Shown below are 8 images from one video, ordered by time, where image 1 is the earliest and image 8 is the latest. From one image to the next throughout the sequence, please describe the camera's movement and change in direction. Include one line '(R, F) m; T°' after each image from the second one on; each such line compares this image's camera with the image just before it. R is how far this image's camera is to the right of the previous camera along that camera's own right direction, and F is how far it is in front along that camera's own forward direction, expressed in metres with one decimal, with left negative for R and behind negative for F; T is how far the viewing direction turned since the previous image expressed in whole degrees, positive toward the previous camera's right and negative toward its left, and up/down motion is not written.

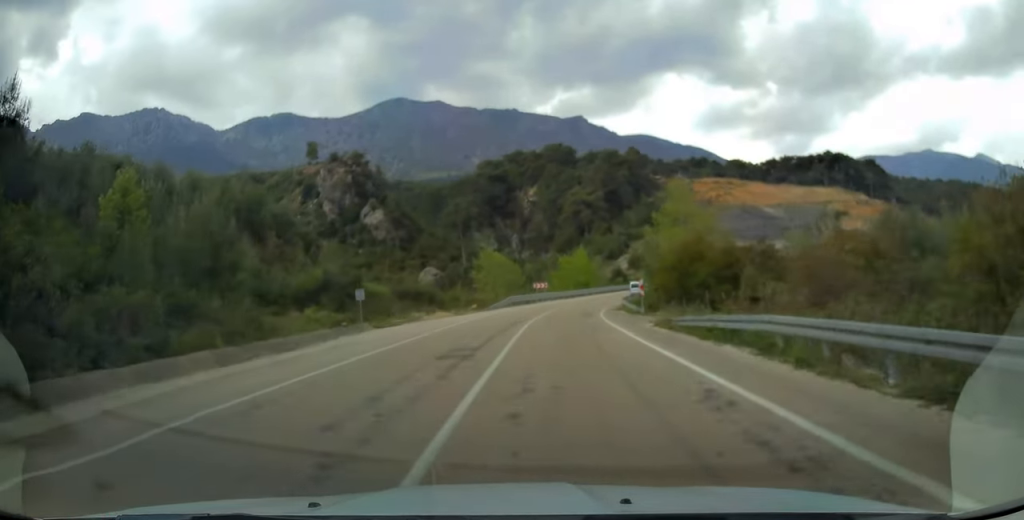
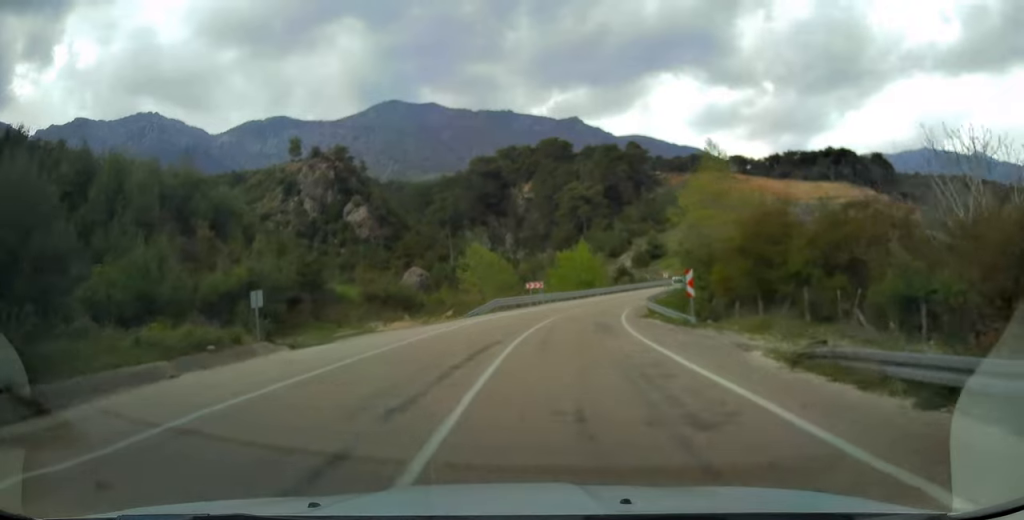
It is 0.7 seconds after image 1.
(-0.1, +12.6) m; +1°
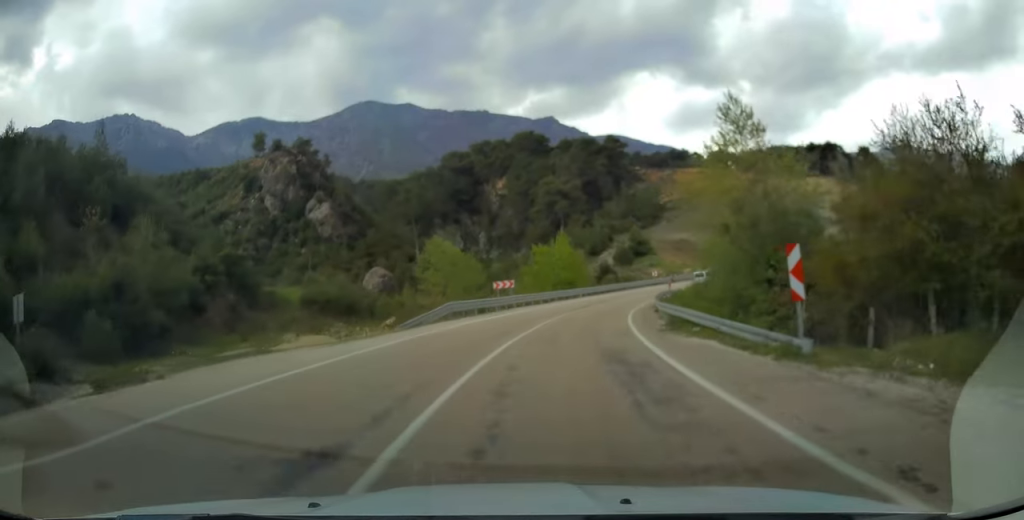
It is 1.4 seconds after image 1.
(+0.2, +11.3) m; +2°
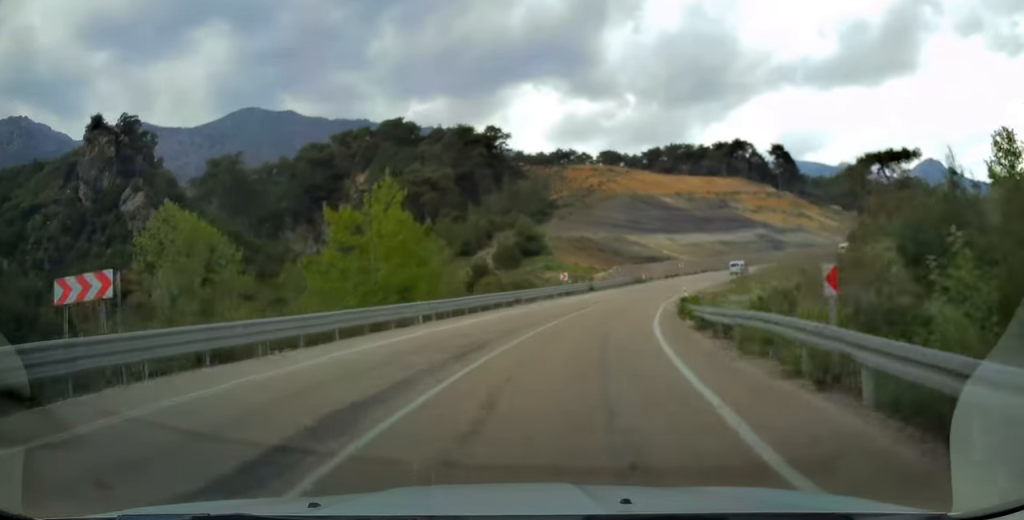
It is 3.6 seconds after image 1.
(+3.1, +35.0) m; +11°
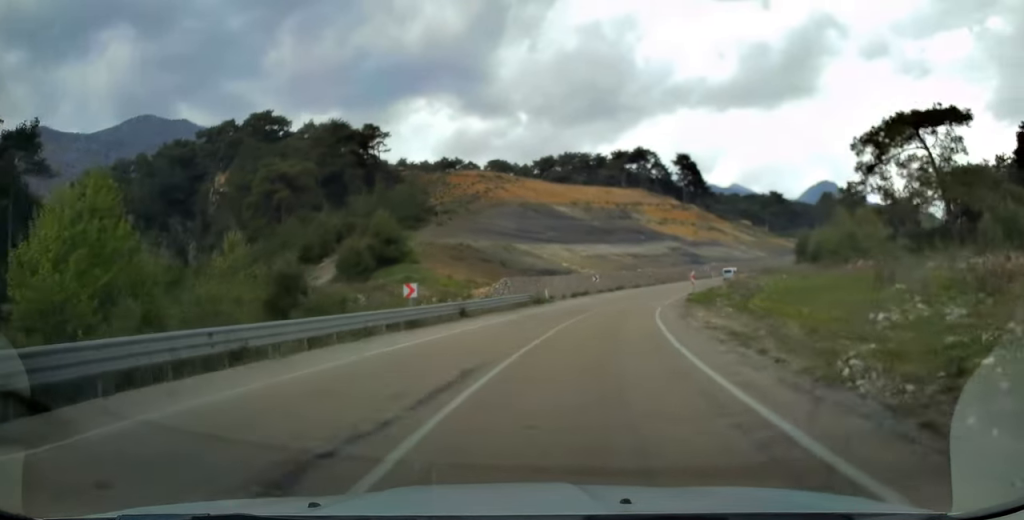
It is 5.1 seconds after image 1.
(+2.2, +23.9) m; +11°
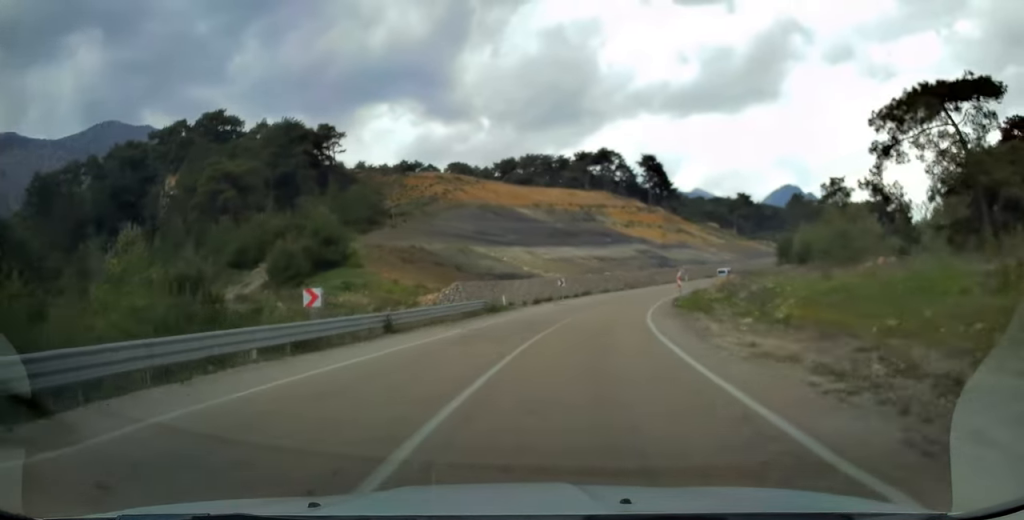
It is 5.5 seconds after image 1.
(+0.3, +7.5) m; +3°
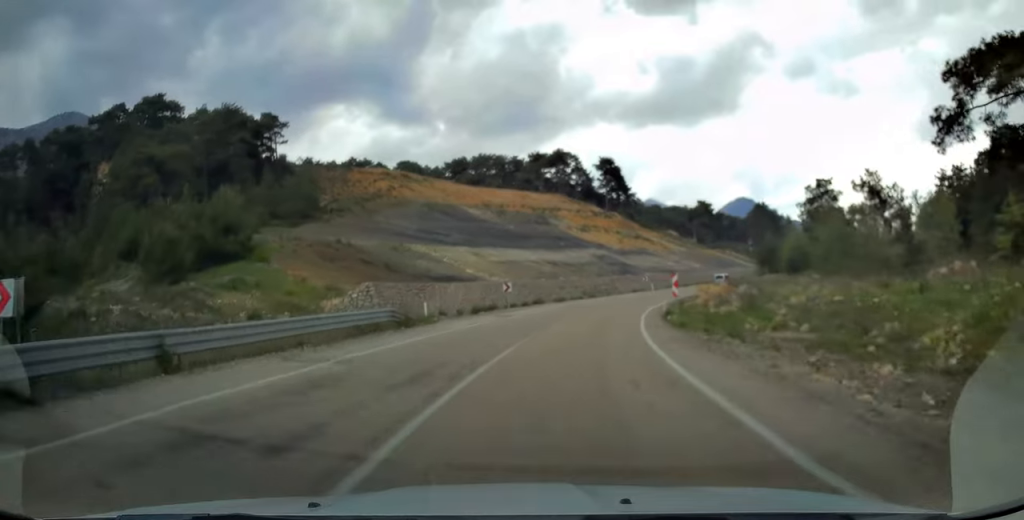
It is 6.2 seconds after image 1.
(+0.5, +11.3) m; +5°
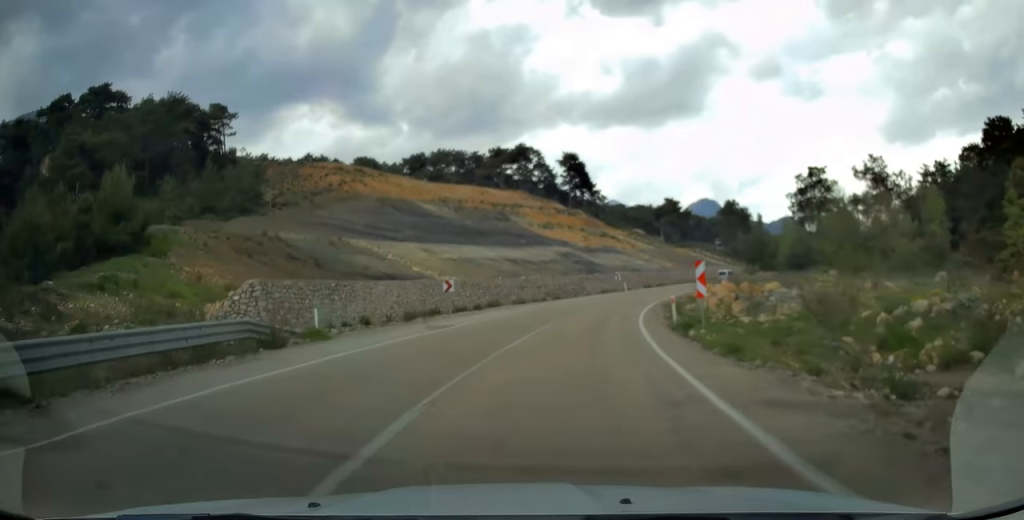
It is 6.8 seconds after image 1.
(+0.2, +9.9) m; +4°
